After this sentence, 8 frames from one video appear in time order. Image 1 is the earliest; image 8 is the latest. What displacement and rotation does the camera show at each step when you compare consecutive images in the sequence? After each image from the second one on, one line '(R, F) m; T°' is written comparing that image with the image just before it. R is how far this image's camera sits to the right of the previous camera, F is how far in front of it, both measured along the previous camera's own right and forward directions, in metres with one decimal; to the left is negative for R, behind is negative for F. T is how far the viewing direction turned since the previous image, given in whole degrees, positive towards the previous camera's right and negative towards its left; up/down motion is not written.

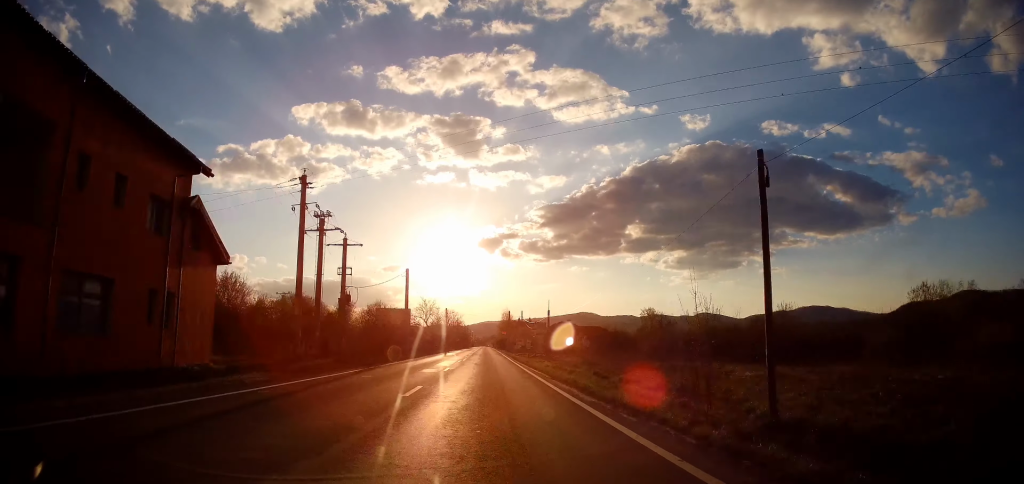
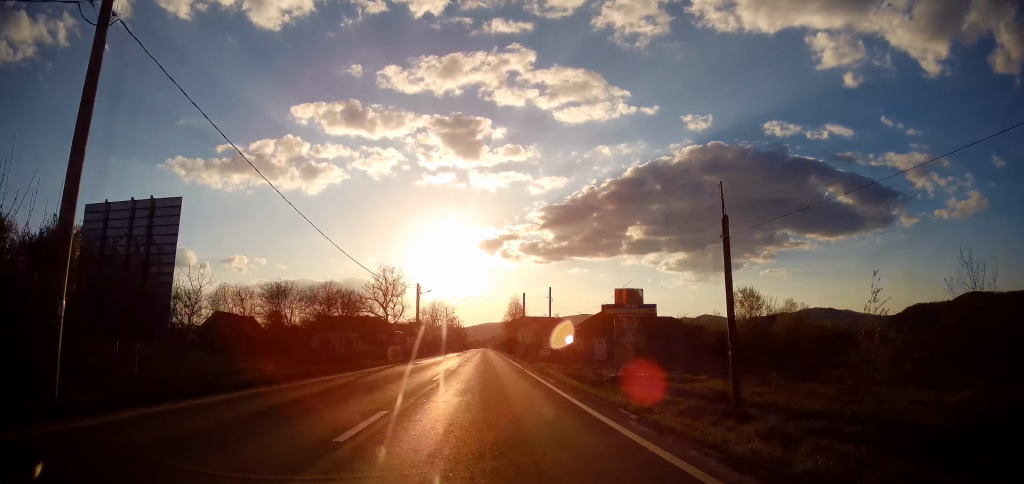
(+0.3, +41.3) m; +1°
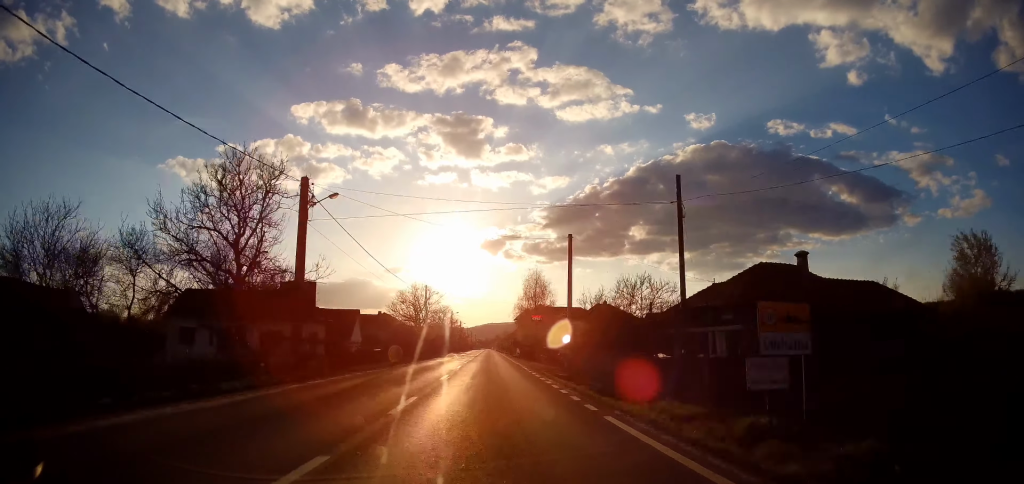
(+0.1, +36.5) m; 0°
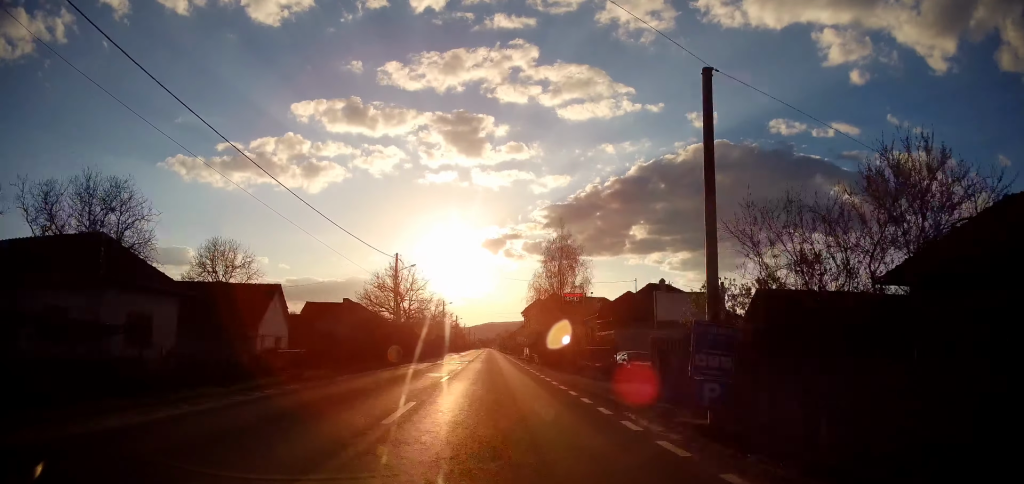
(+0.2, +20.4) m; 0°
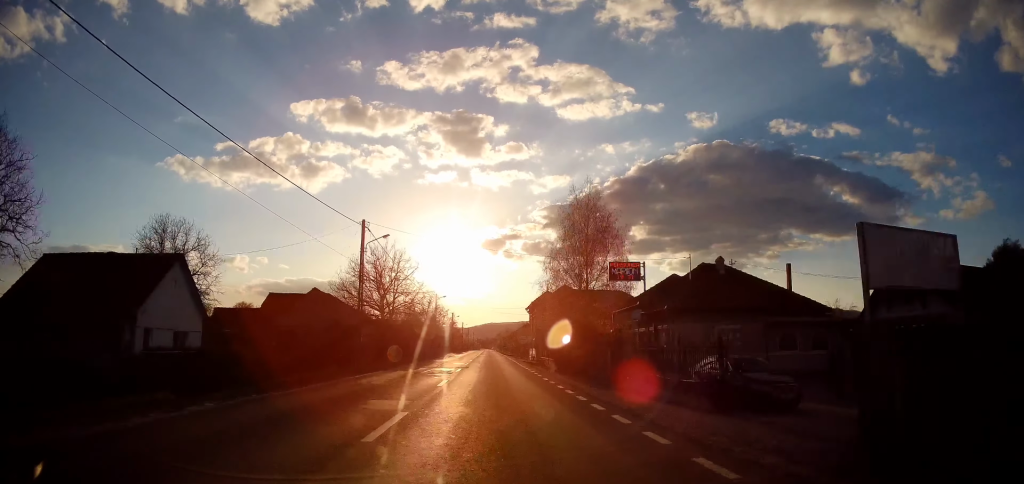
(-0.1, +11.1) m; -1°
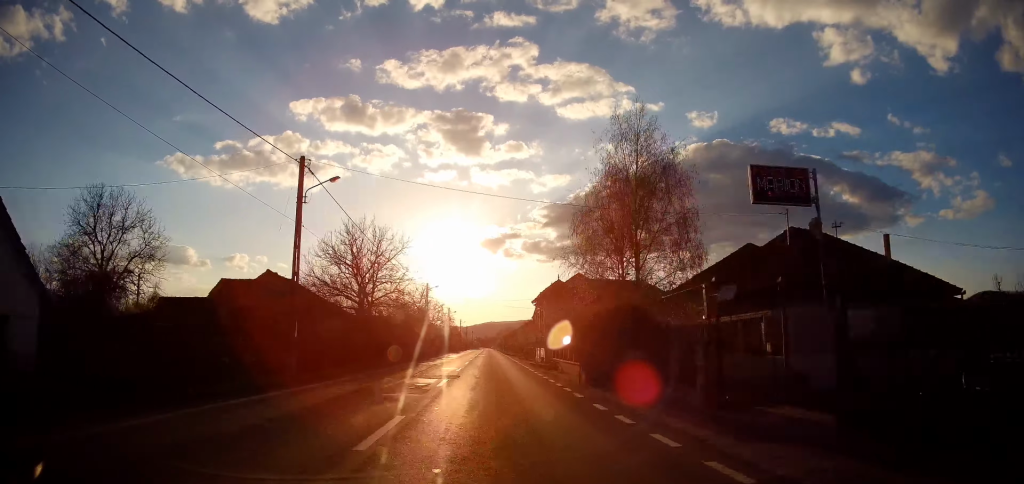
(0.0, +10.3) m; -1°
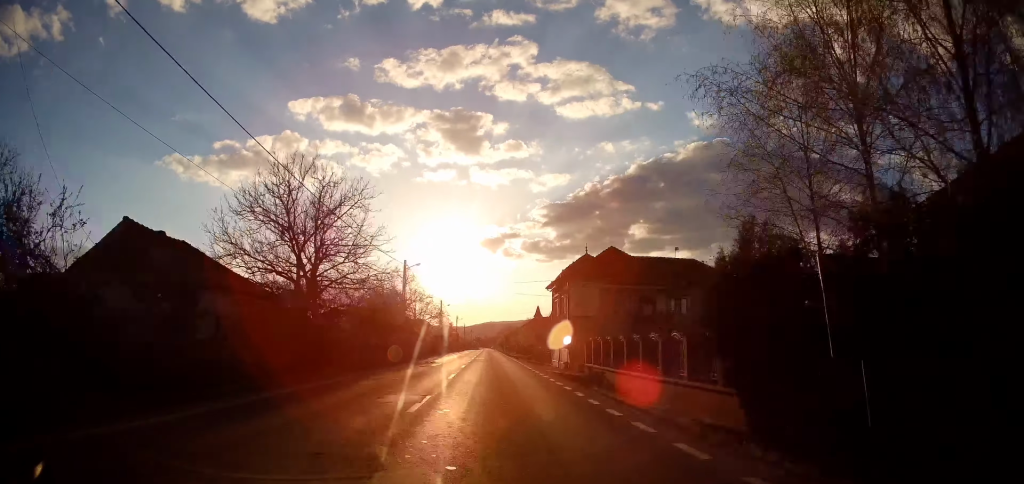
(-0.1, +16.0) m; +1°
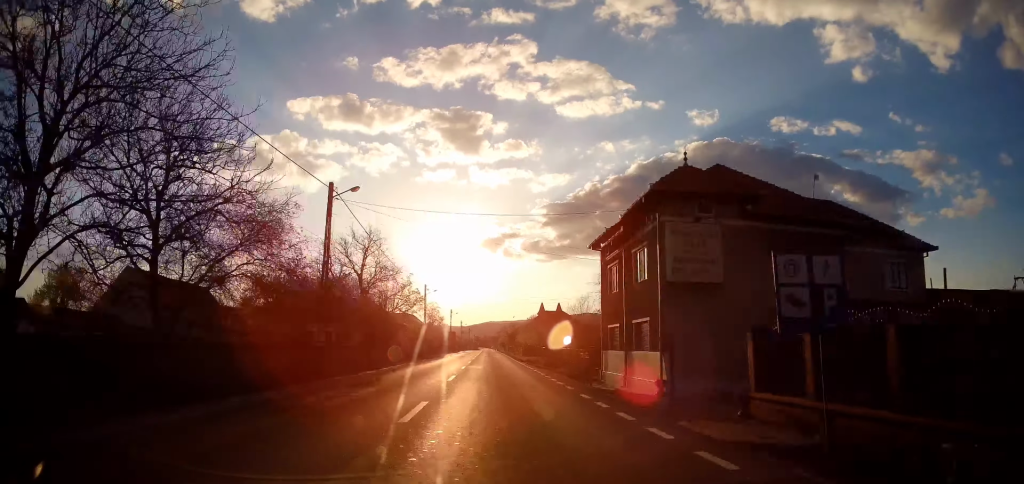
(+0.3, +20.7) m; +1°
